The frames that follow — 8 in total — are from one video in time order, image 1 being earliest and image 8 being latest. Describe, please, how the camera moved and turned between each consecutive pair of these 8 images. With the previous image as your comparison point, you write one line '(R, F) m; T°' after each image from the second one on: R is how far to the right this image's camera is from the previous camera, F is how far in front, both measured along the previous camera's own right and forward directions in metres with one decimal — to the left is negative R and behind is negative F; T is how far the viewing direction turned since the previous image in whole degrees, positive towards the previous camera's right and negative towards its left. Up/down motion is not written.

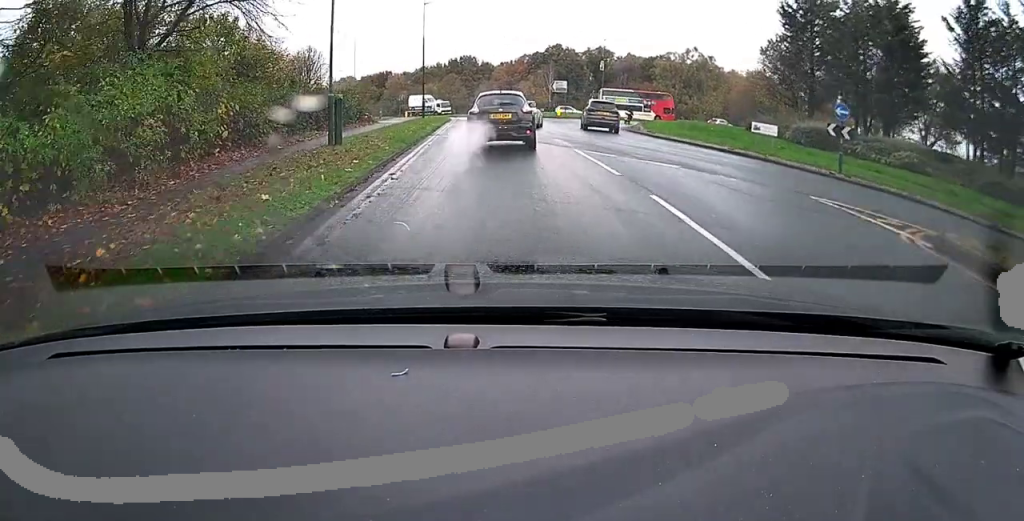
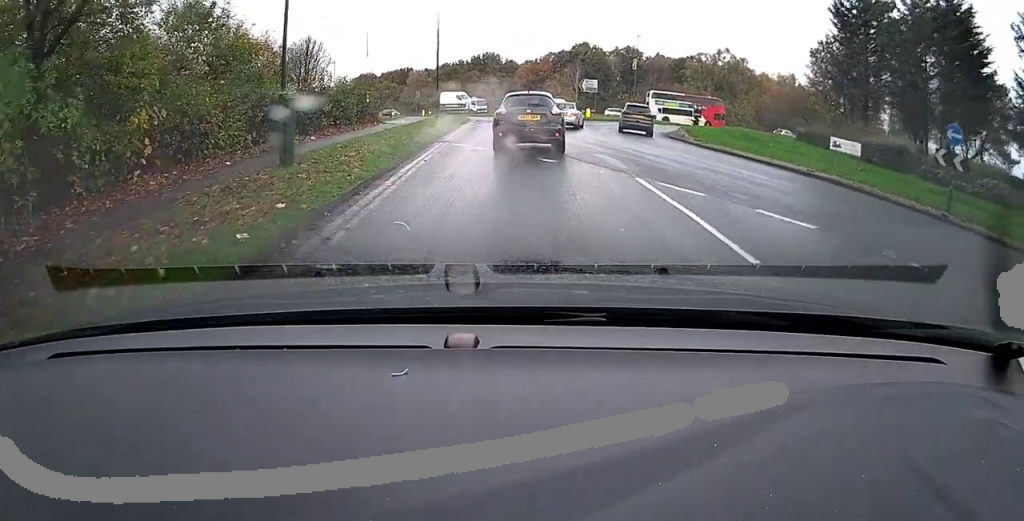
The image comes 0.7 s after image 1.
(-0.1, +4.2) m; -1°
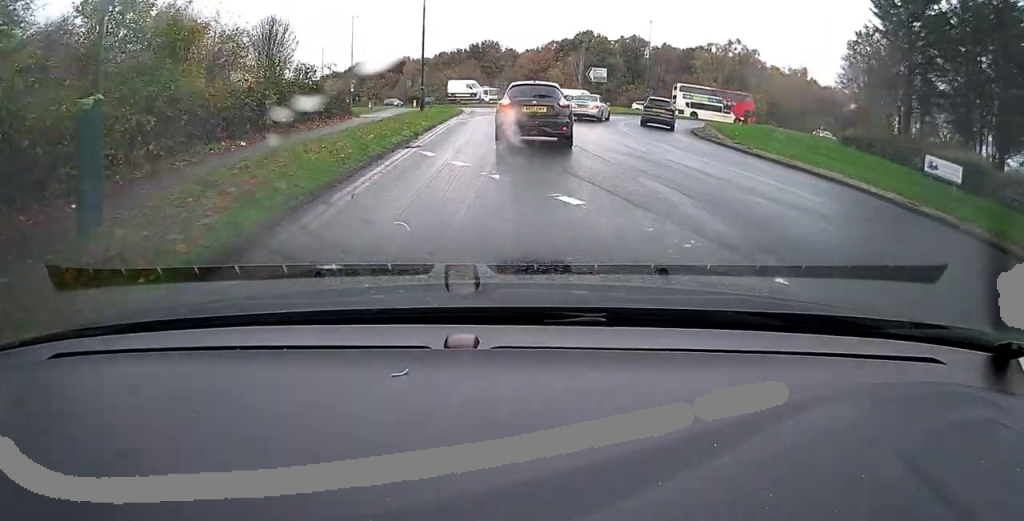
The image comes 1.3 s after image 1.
(0.0, +4.7) m; -1°
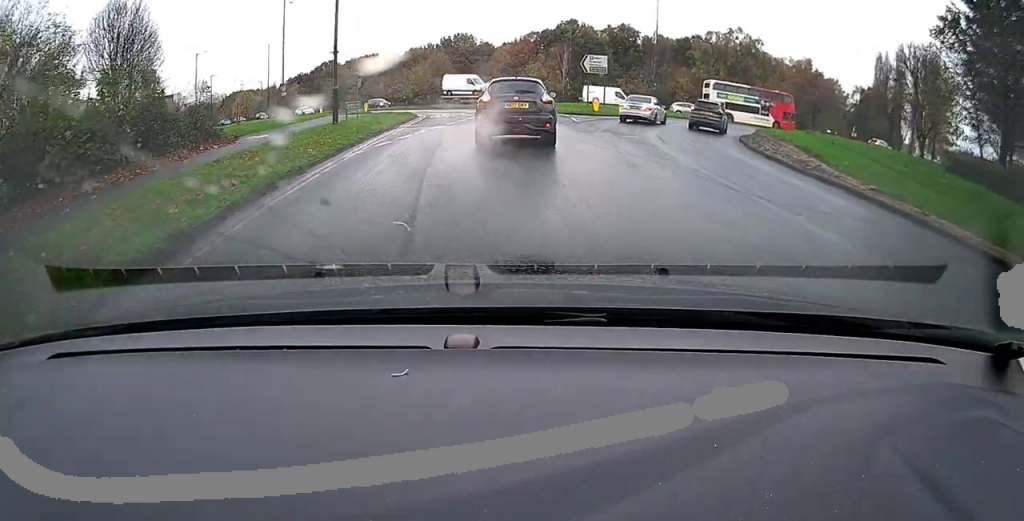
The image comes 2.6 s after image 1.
(-0.3, +10.7) m; +1°
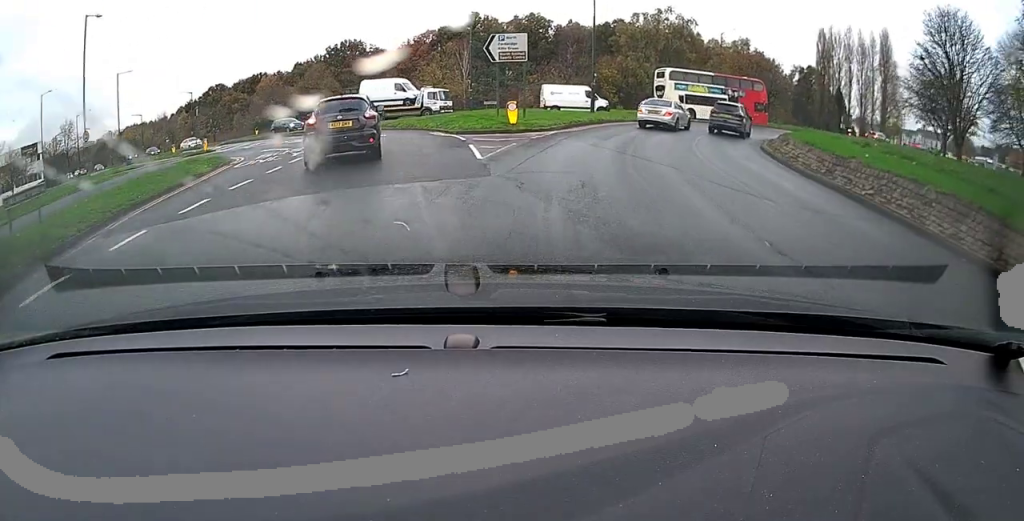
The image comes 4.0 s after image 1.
(+1.0, +14.7) m; +9°
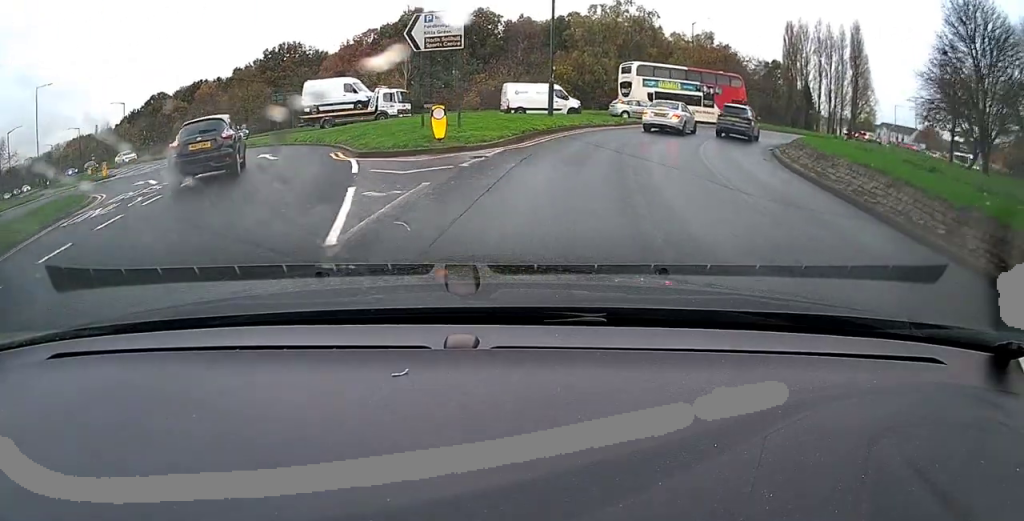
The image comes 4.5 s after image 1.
(+0.2, +6.5) m; +4°
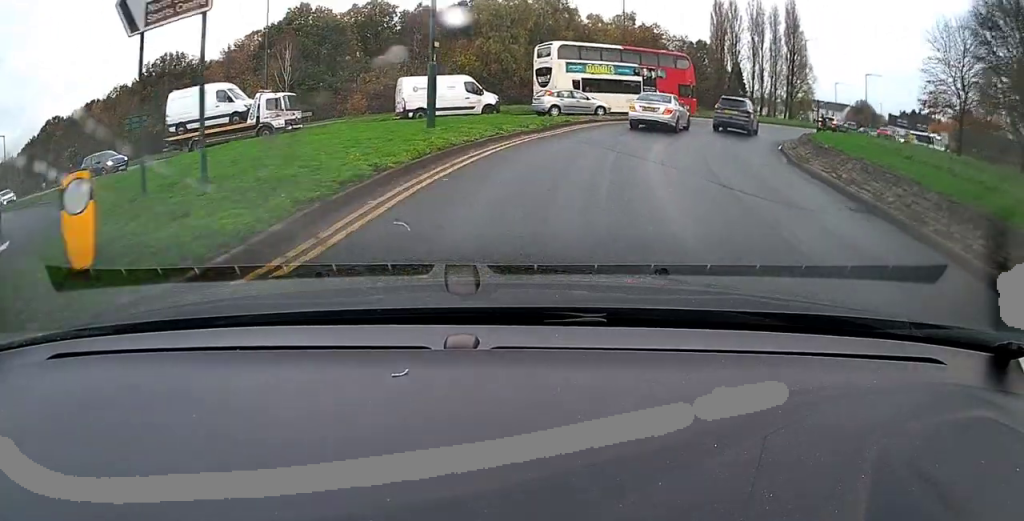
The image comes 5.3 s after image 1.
(+0.5, +9.2) m; +8°
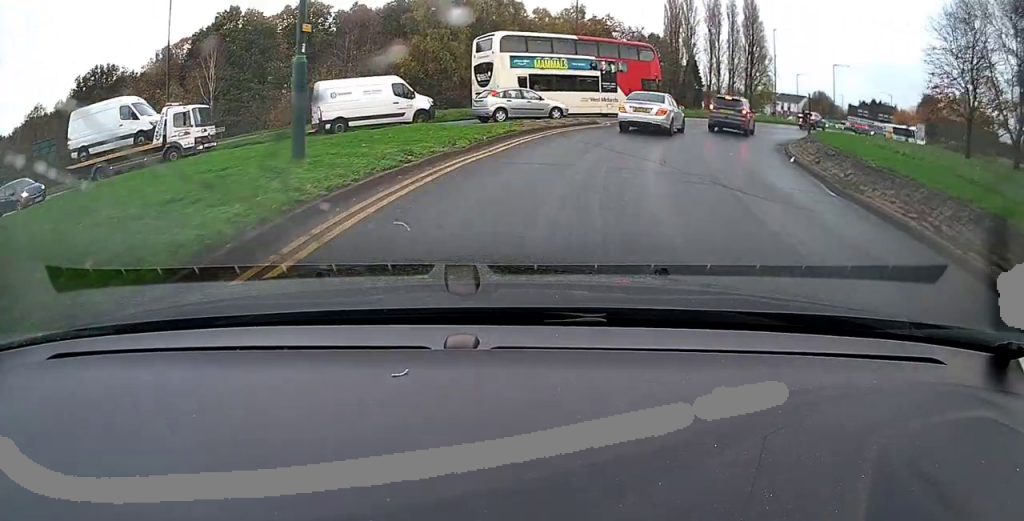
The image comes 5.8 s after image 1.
(-0.2, +5.0) m; +5°
